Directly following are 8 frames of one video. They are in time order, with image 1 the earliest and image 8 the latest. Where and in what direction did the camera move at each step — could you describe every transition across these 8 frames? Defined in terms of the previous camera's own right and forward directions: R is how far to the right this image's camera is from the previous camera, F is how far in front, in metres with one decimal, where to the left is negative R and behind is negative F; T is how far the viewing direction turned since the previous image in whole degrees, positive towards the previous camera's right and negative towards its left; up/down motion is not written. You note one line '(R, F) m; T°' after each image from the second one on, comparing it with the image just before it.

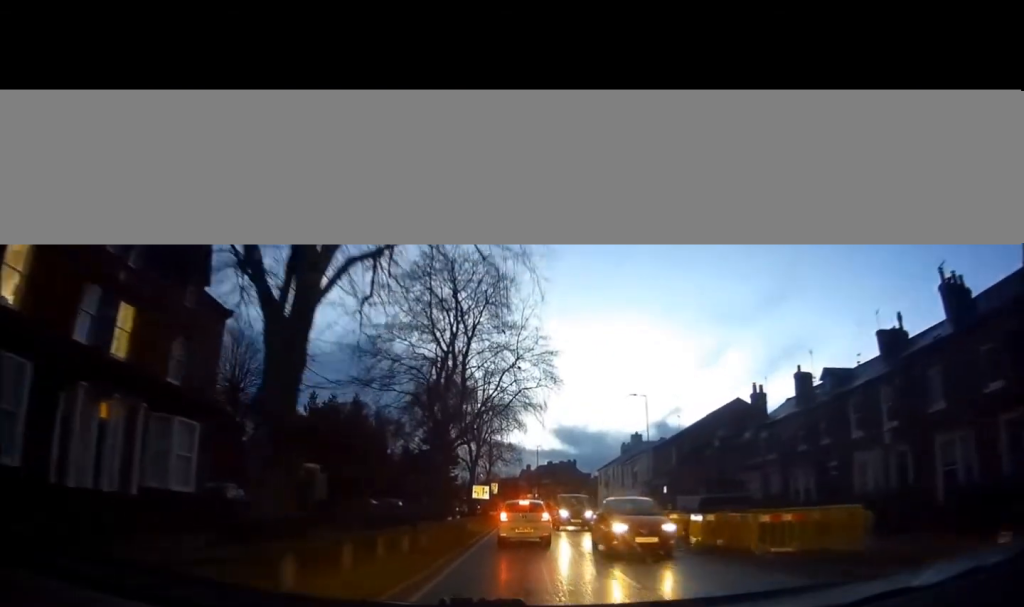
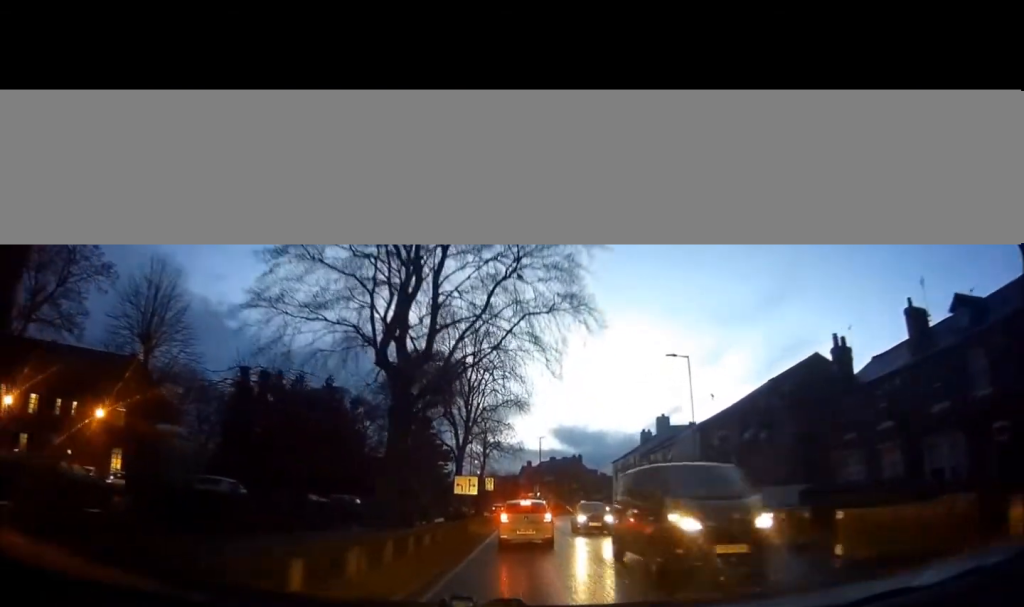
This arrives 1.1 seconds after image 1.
(-0.2, +11.0) m; -1°
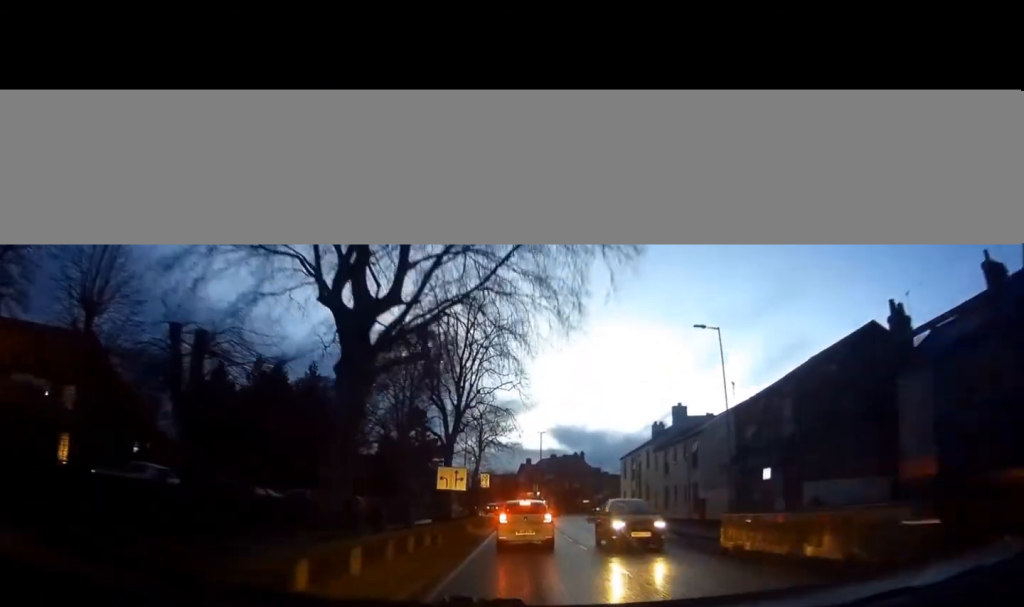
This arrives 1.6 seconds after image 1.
(-0.1, +5.3) m; 0°
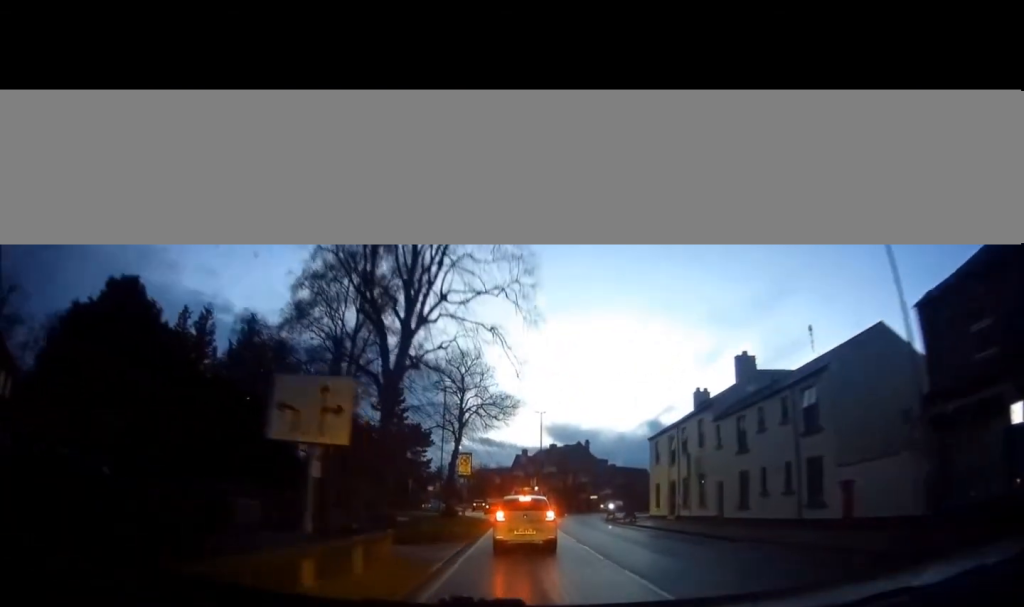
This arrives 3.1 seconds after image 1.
(+0.5, +13.8) m; +3°
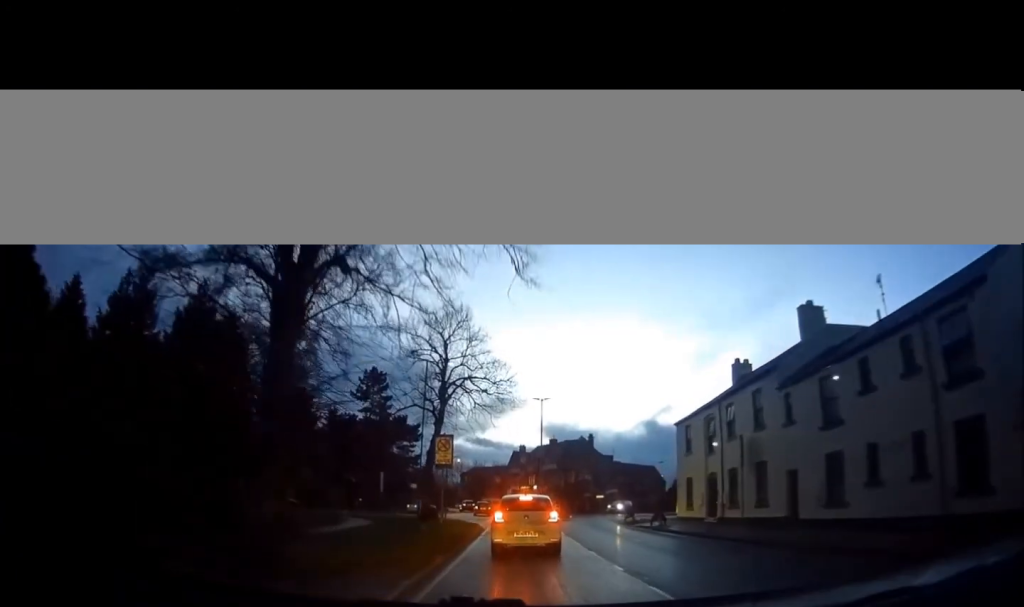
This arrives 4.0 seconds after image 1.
(0.0, +7.9) m; 0°
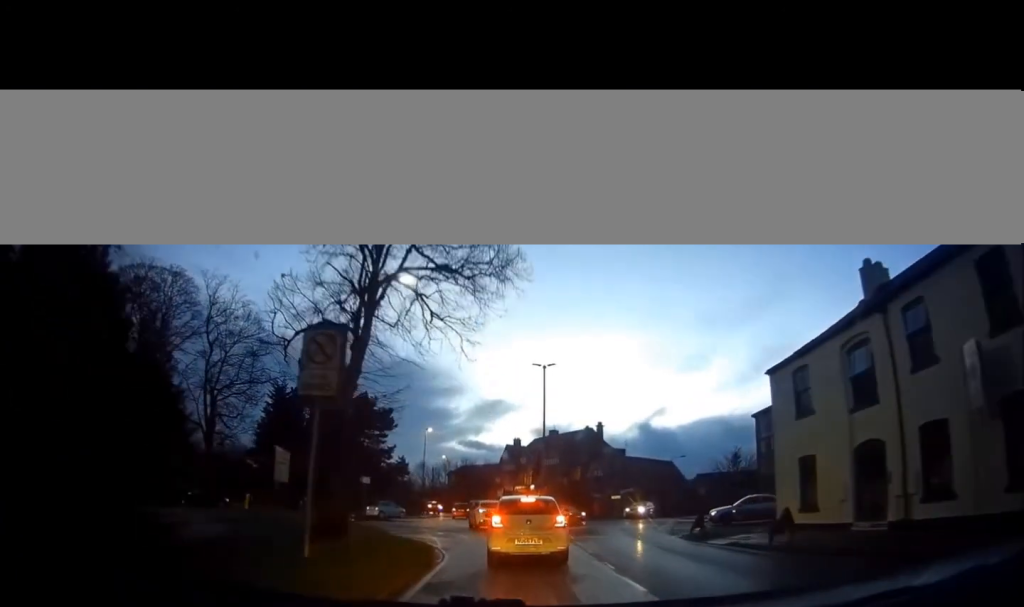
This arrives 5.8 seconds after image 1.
(-0.1, +13.7) m; -1°
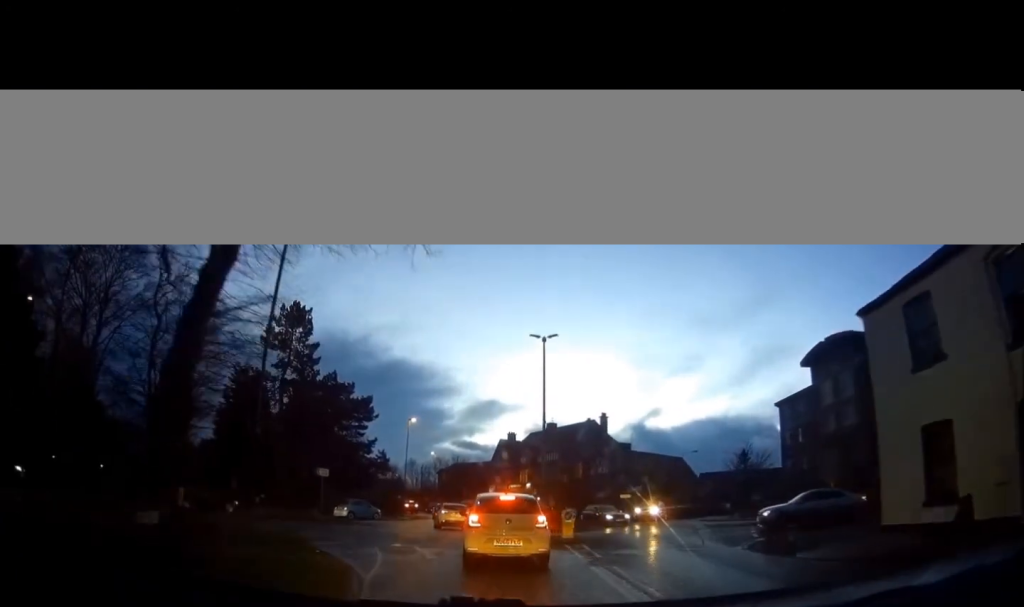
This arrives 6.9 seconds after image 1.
(0.0, +6.9) m; +1°
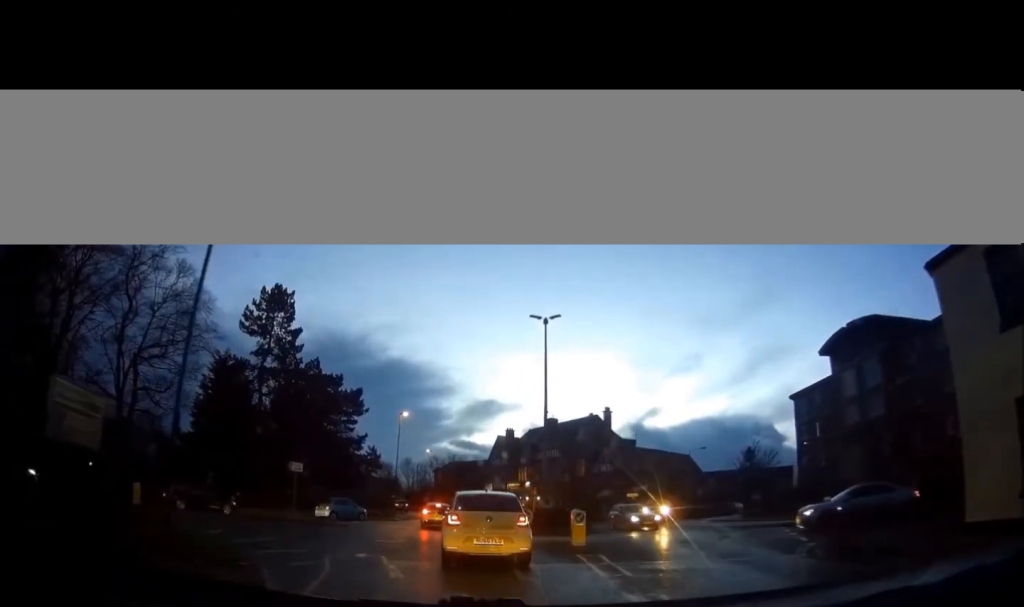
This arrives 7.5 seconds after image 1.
(0.0, +3.4) m; +1°
